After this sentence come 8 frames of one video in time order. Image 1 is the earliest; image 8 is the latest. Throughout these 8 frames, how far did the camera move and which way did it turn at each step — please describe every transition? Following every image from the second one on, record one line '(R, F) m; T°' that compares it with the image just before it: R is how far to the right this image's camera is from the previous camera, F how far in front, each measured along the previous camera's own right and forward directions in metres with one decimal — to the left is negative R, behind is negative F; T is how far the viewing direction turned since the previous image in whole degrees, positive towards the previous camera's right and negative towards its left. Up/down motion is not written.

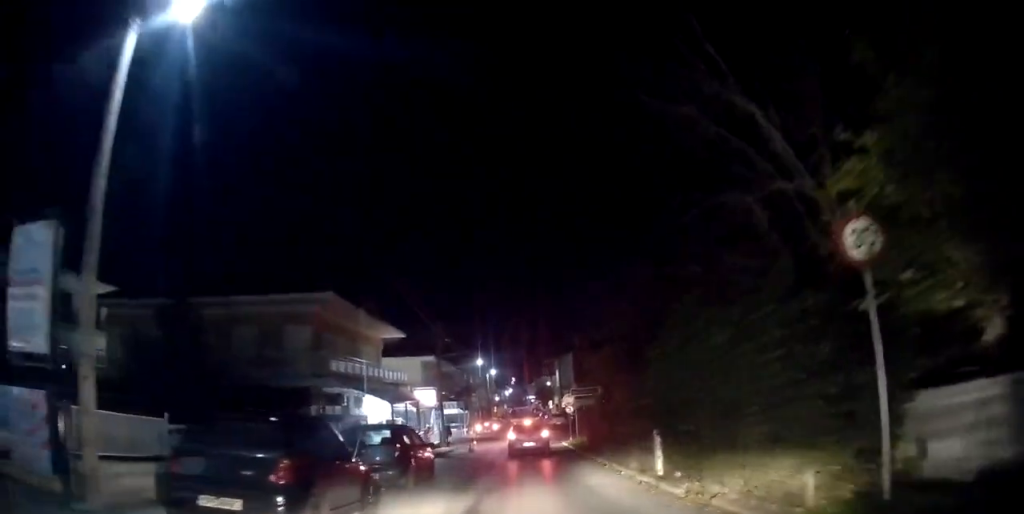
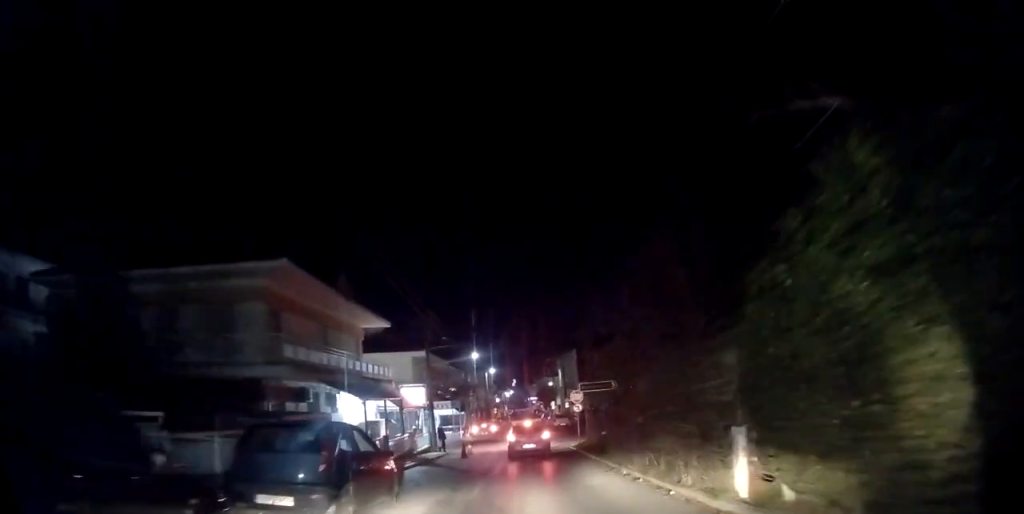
(0.0, +4.0) m; 0°
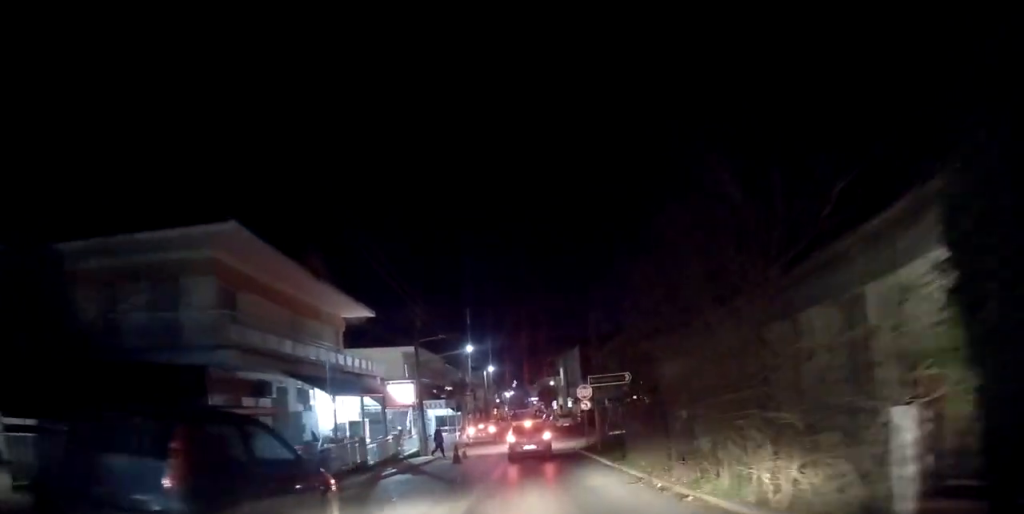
(0.0, +3.0) m; 0°
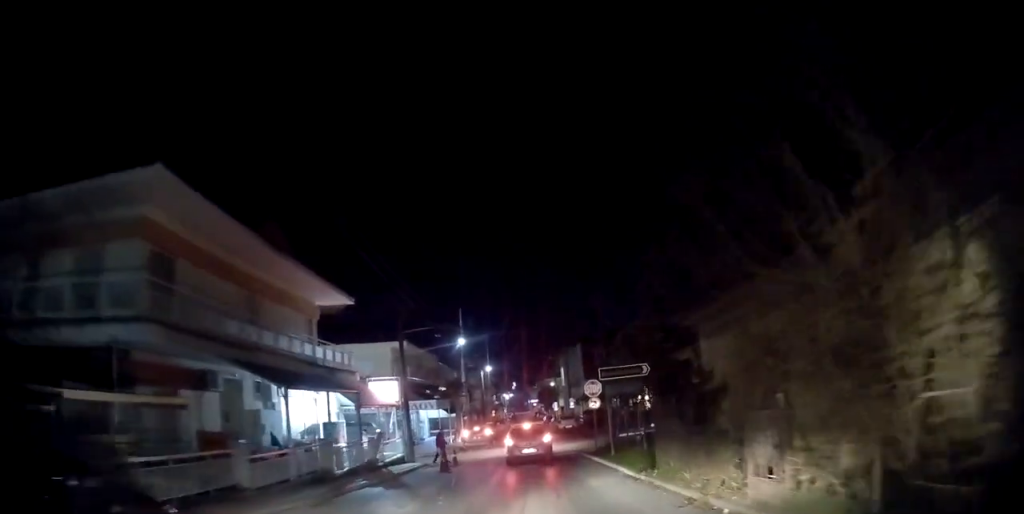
(0.0, +2.9) m; 0°
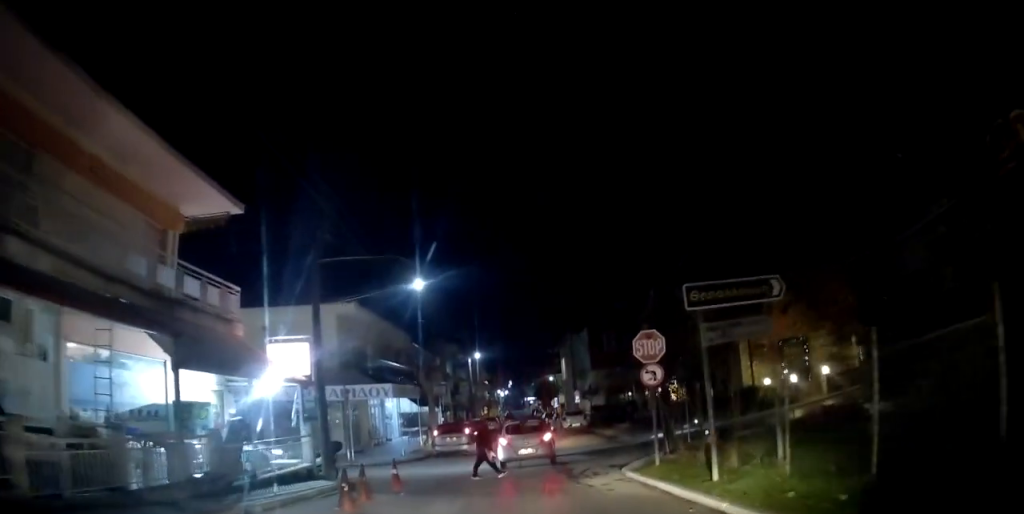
(-0.1, +9.3) m; -1°
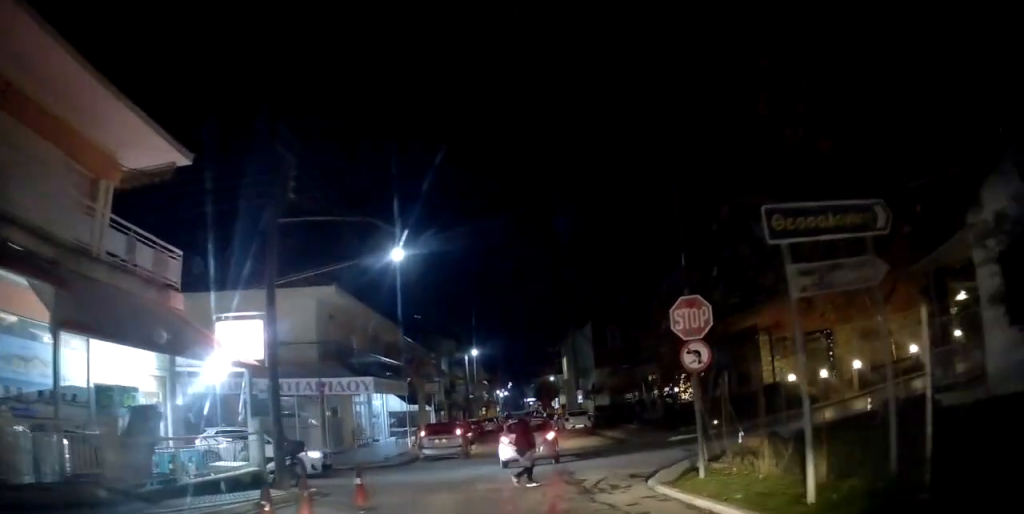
(0.0, +2.7) m; 0°
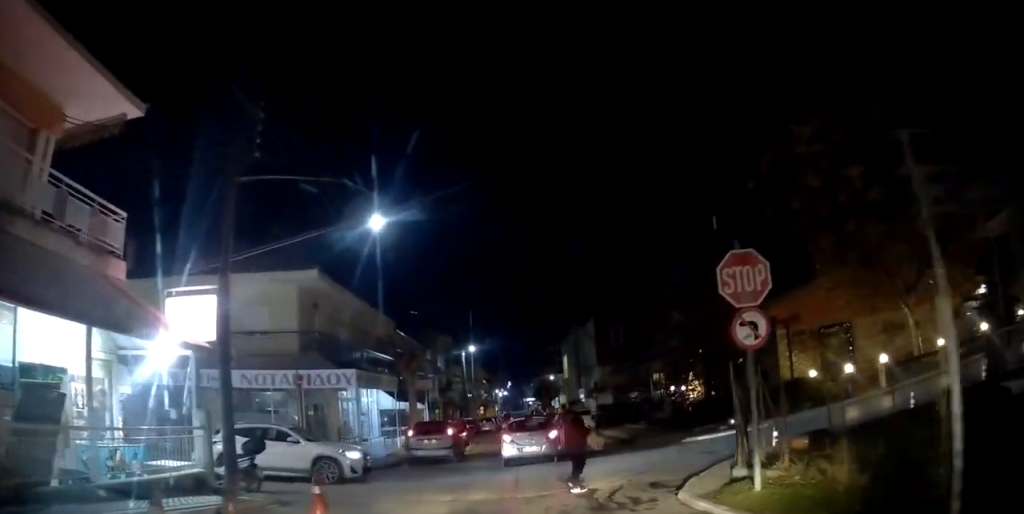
(0.0, +2.0) m; 0°
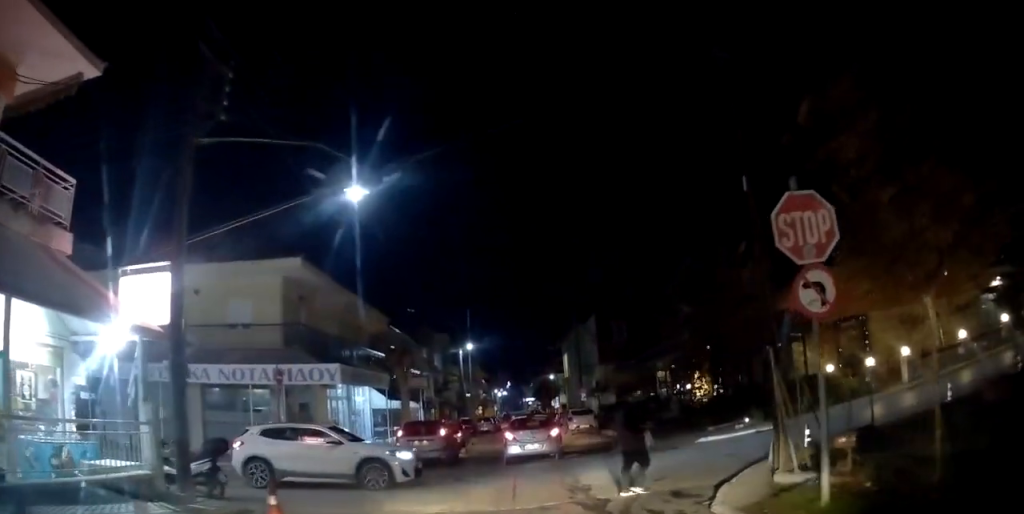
(0.0, +1.5) m; 0°
